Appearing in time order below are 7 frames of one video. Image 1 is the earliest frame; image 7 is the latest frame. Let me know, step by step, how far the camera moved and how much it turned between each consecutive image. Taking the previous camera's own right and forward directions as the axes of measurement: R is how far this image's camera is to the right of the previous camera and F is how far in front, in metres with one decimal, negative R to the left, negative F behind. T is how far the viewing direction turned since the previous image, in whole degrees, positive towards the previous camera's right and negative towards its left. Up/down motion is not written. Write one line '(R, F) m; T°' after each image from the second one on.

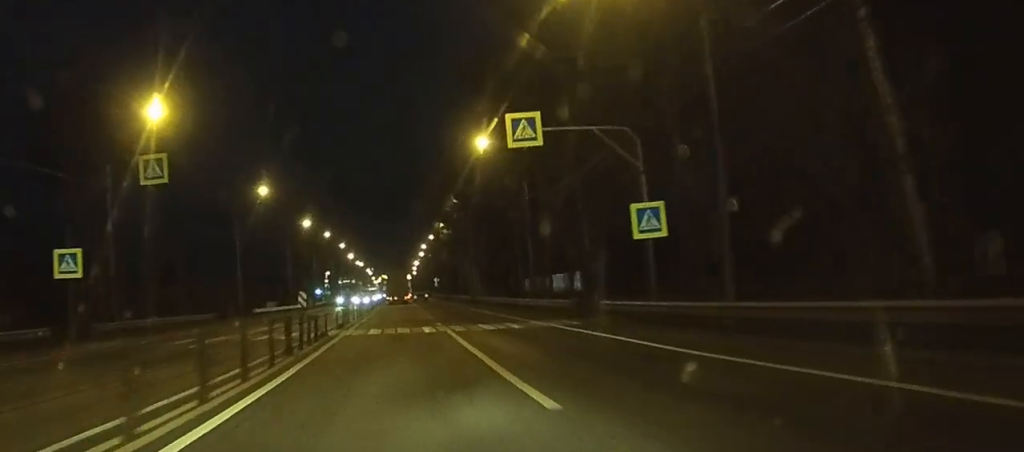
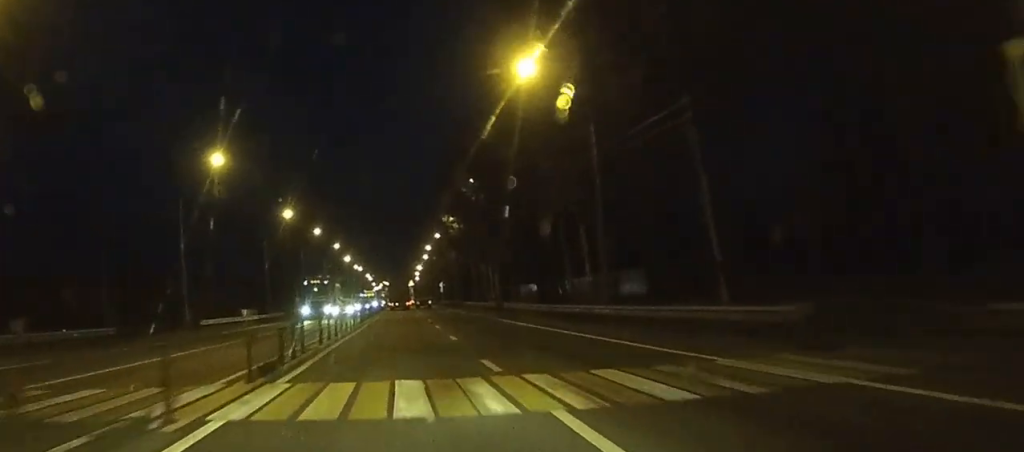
(-0.1, +21.0) m; 0°
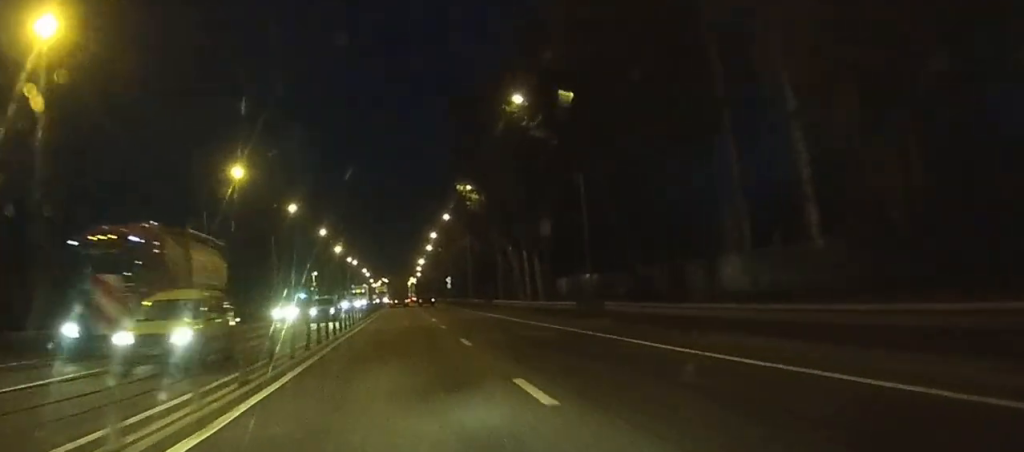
(0.0, +32.9) m; 0°
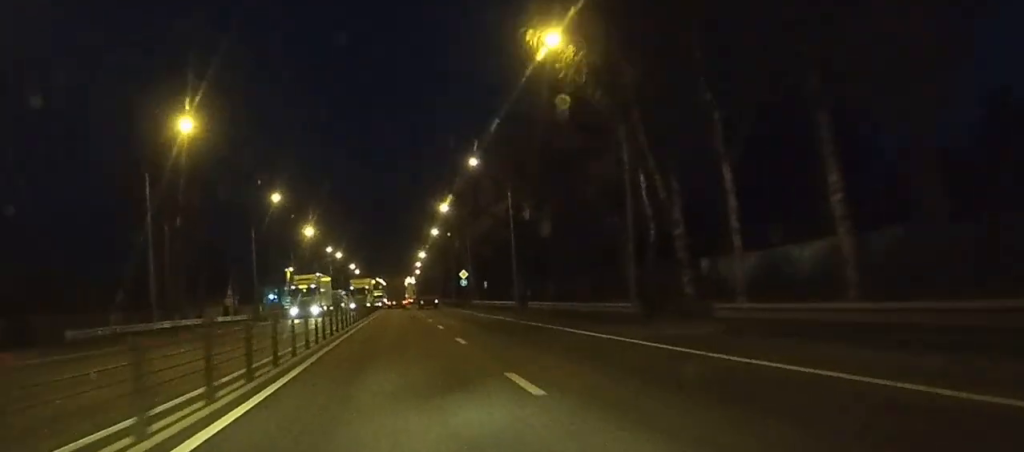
(+0.2, +51.3) m; 0°
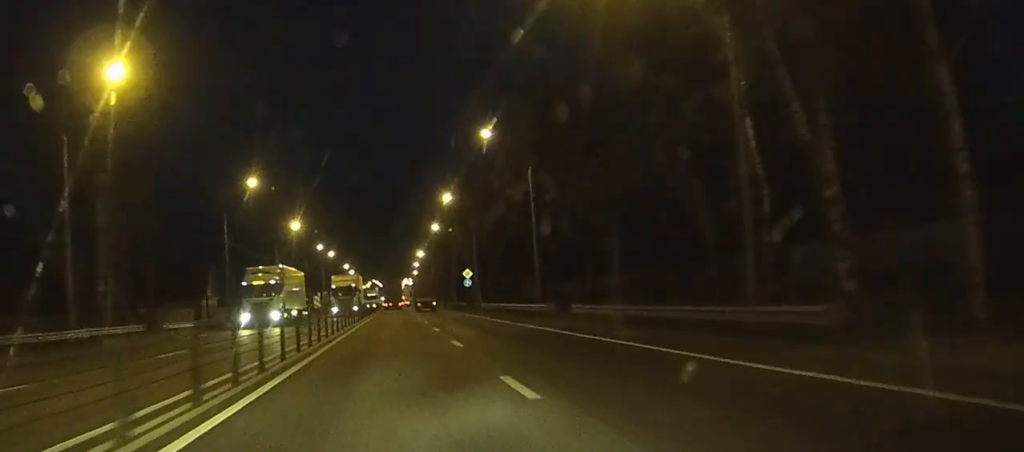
(0.0, +12.5) m; 0°
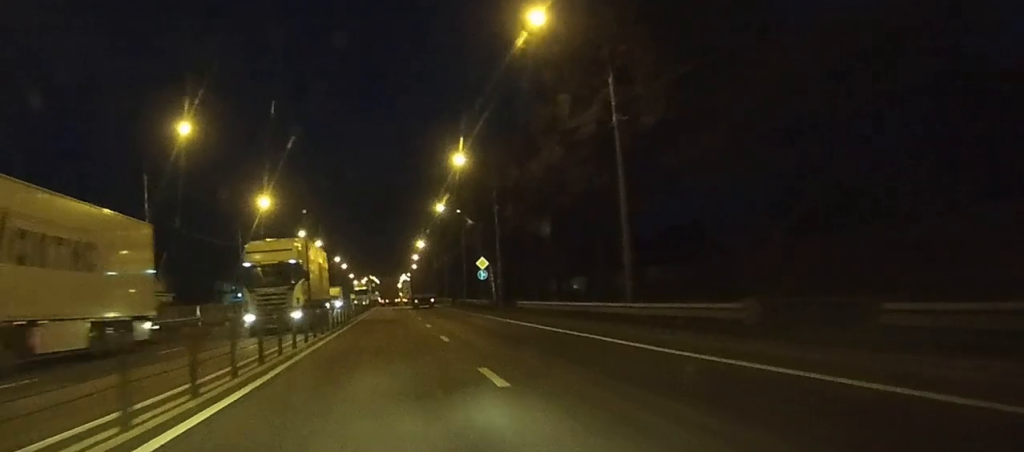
(+0.1, +22.8) m; 0°
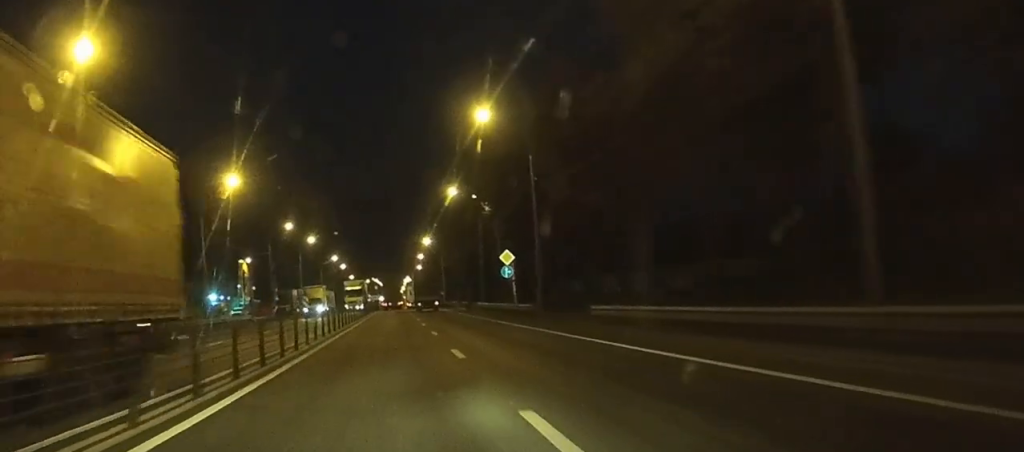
(0.0, +17.4) m; 0°
